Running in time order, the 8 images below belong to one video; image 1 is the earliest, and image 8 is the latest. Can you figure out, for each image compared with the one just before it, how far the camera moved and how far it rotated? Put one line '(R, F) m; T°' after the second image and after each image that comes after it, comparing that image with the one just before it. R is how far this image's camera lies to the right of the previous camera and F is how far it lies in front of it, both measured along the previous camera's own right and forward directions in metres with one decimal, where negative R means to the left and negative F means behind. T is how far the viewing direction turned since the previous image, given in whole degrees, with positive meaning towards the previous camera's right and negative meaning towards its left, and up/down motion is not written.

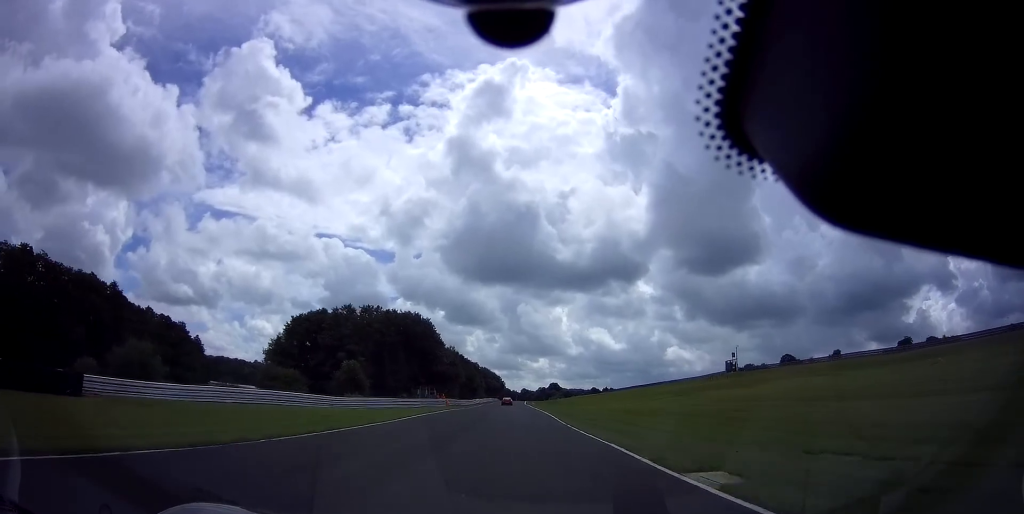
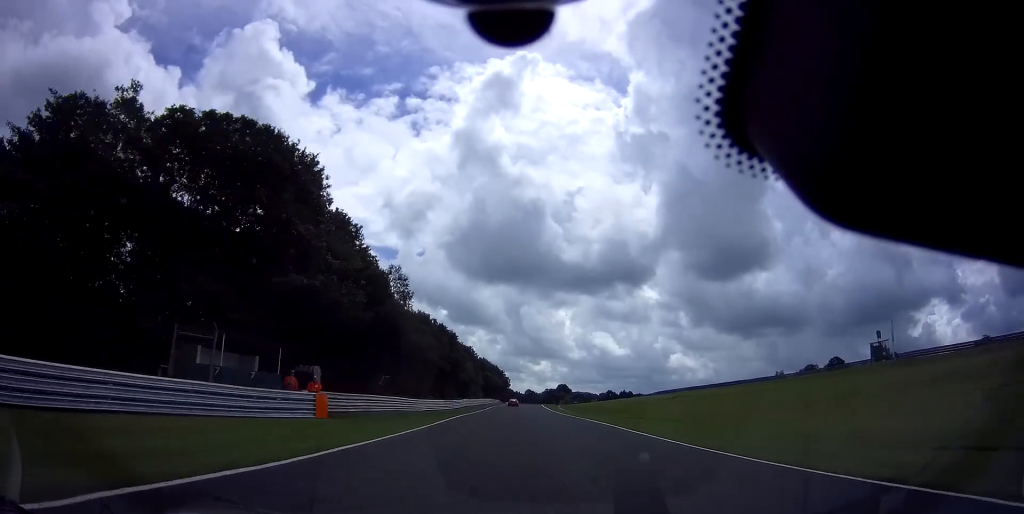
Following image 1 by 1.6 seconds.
(-0.4, +58.7) m; 0°
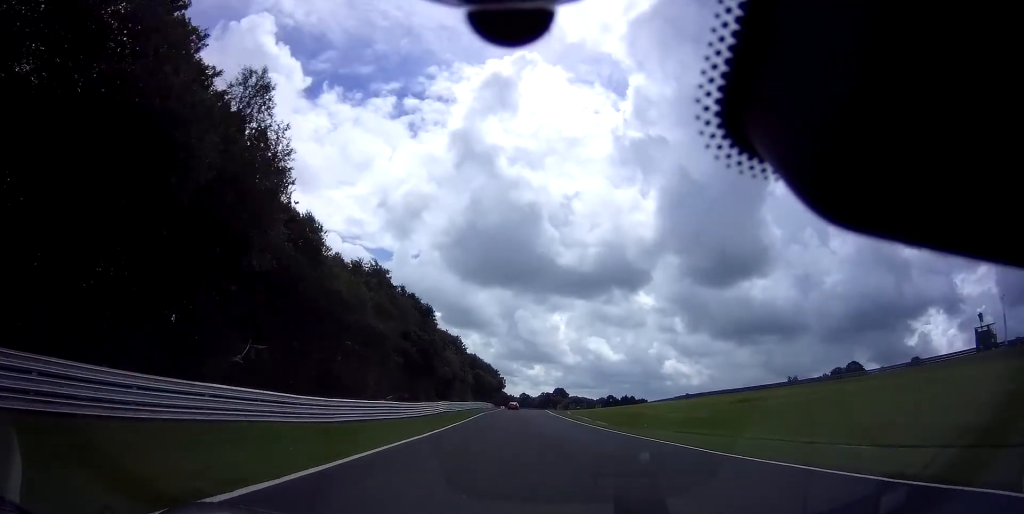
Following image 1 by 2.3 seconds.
(+0.2, +25.3) m; +1°
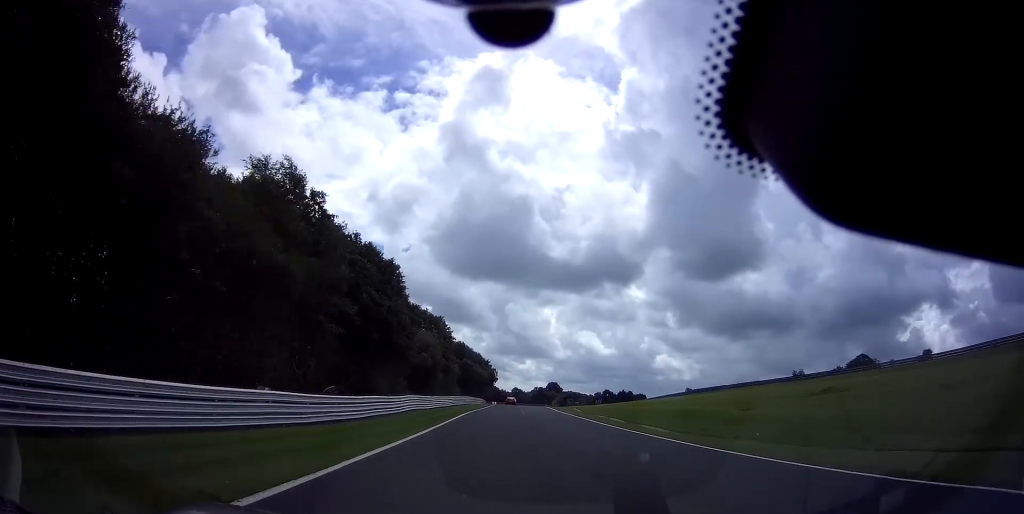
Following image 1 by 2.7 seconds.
(0.0, +16.5) m; 0°
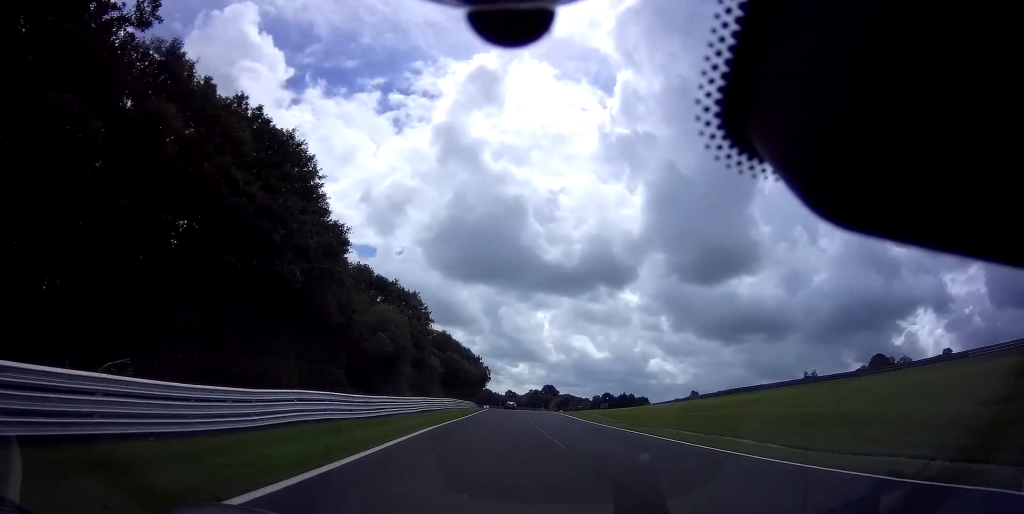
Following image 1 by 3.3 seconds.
(+0.1, +21.0) m; +1°
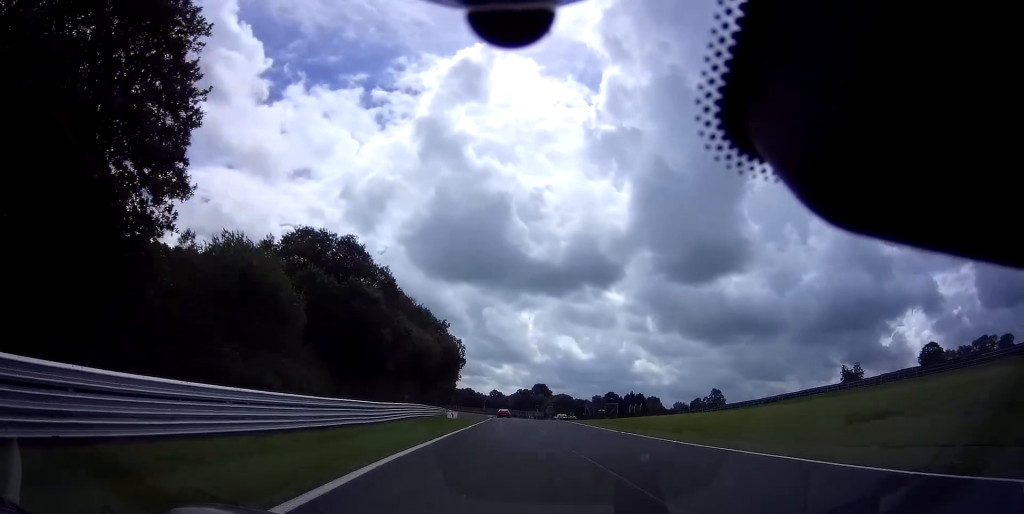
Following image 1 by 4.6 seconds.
(+0.8, +51.7) m; +2°
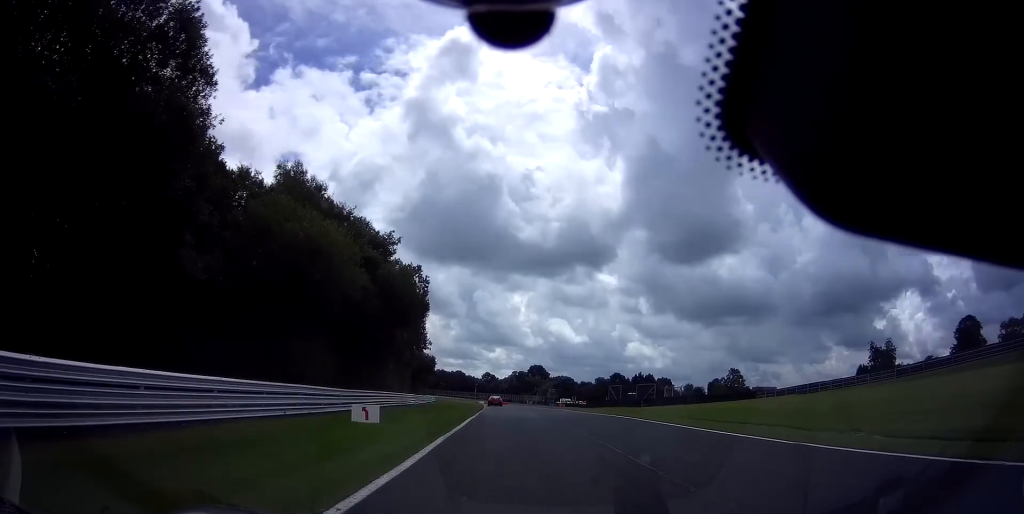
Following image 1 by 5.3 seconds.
(+0.3, +28.2) m; 0°
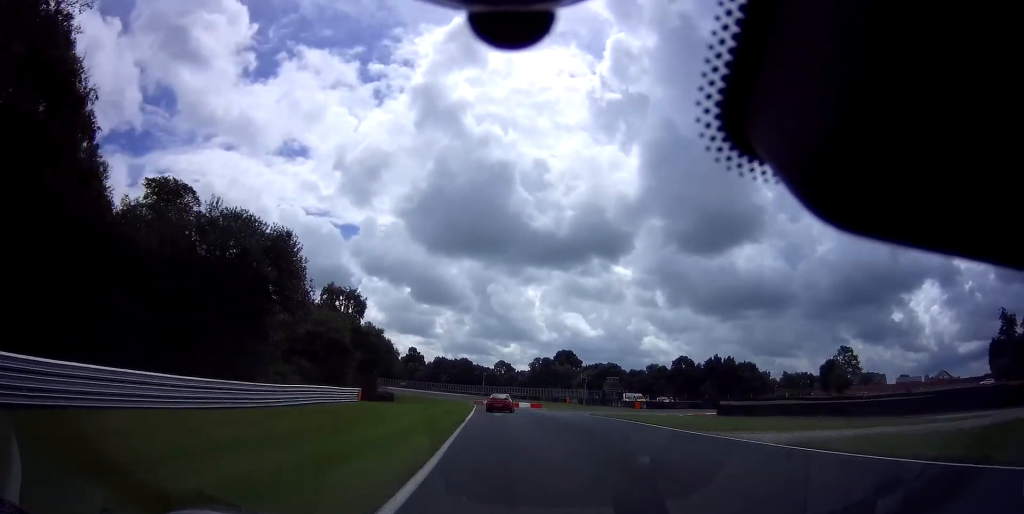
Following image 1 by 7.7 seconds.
(-0.3, +73.8) m; -1°
